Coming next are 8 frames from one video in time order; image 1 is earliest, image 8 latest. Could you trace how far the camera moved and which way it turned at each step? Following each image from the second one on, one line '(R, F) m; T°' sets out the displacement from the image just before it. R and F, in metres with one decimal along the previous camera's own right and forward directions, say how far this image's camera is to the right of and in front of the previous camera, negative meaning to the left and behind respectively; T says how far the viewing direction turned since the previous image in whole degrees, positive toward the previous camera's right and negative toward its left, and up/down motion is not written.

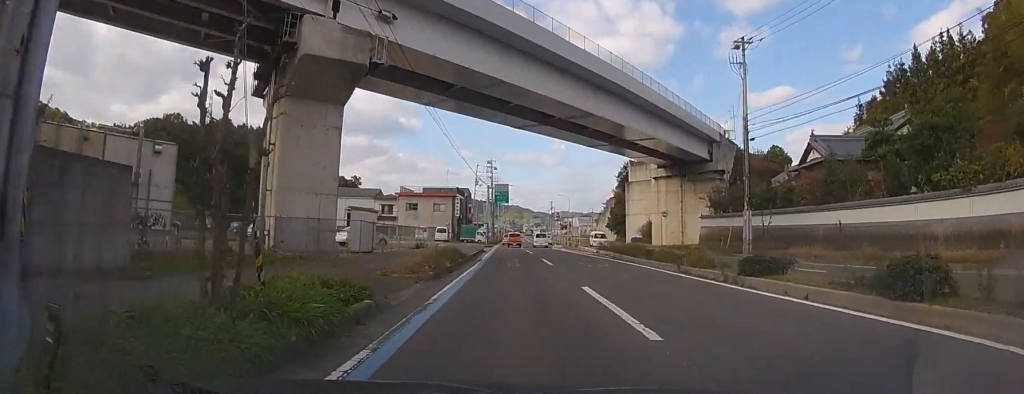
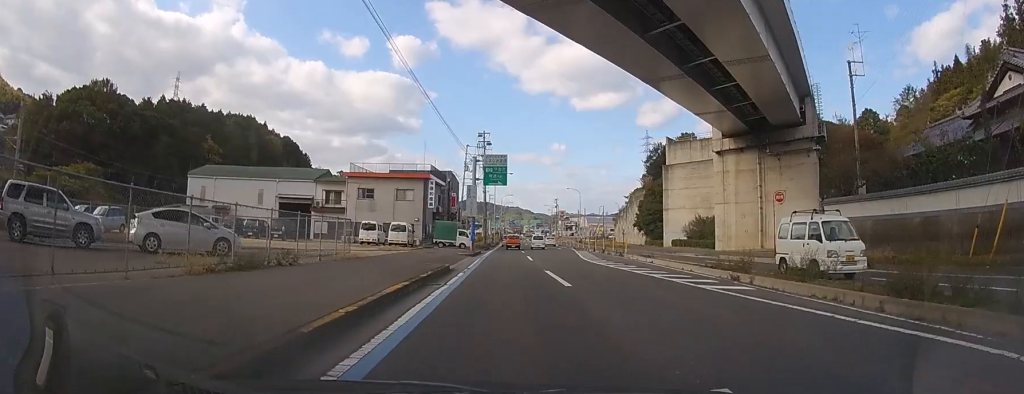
(-0.1, +23.0) m; 0°
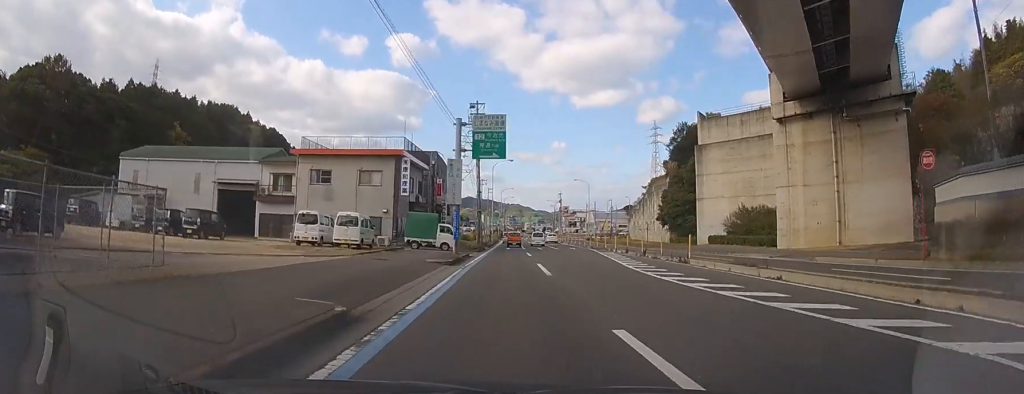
(+0.1, +12.5) m; 0°
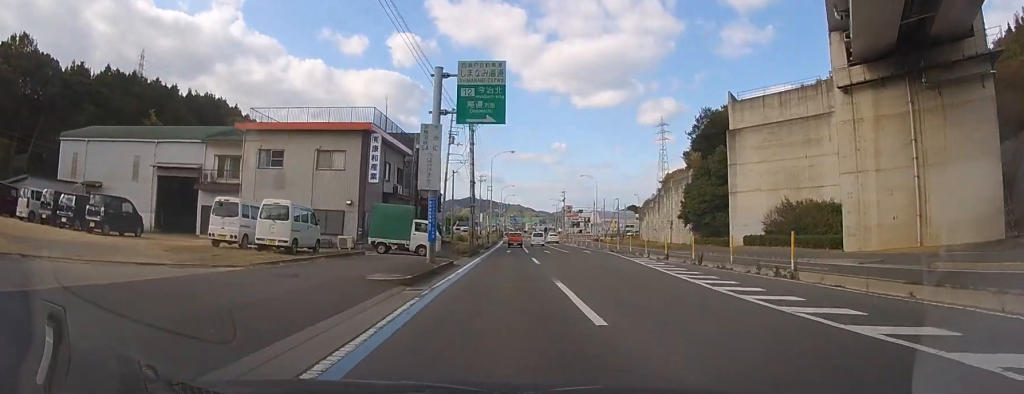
(0.0, +8.2) m; 0°
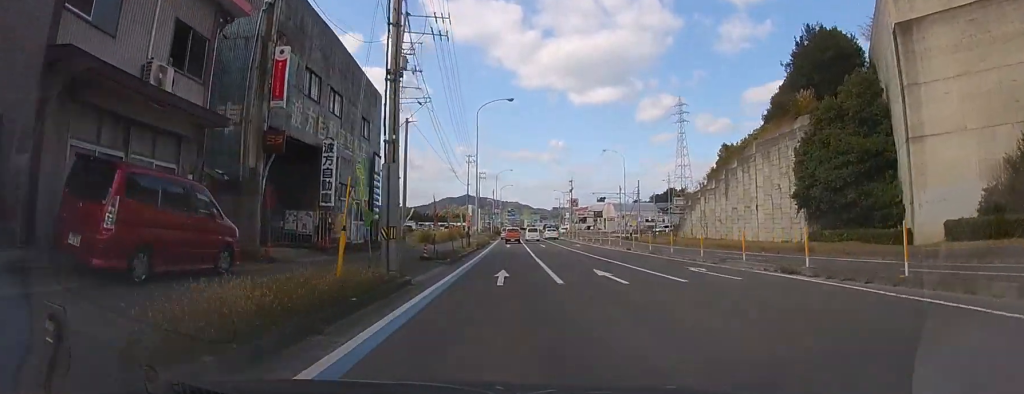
(0.0, +25.2) m; 0°
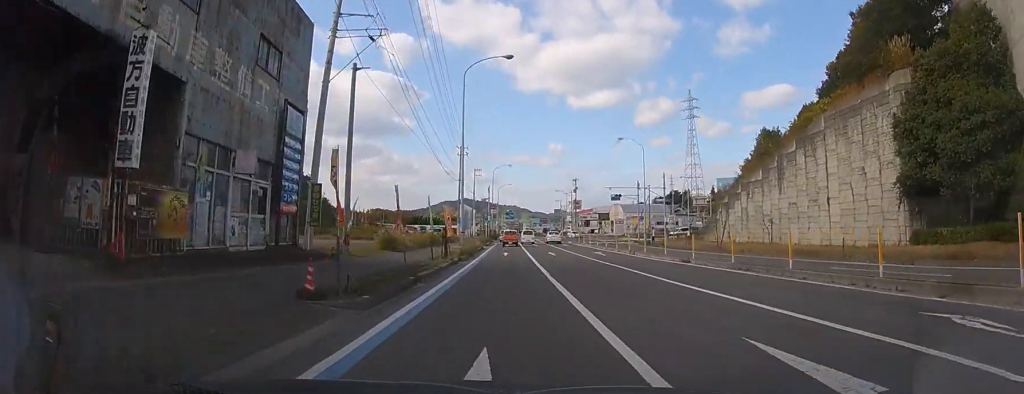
(+0.1, +11.7) m; 0°
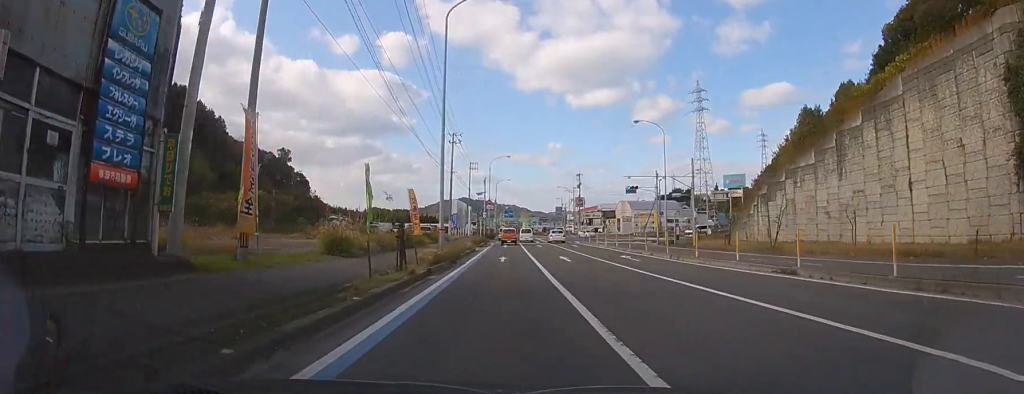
(0.0, +8.8) m; 0°
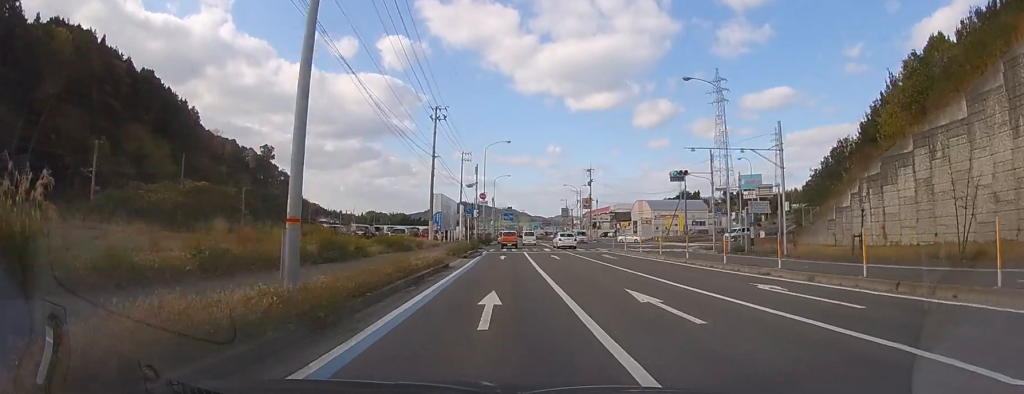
(-0.1, +15.0) m; 0°
